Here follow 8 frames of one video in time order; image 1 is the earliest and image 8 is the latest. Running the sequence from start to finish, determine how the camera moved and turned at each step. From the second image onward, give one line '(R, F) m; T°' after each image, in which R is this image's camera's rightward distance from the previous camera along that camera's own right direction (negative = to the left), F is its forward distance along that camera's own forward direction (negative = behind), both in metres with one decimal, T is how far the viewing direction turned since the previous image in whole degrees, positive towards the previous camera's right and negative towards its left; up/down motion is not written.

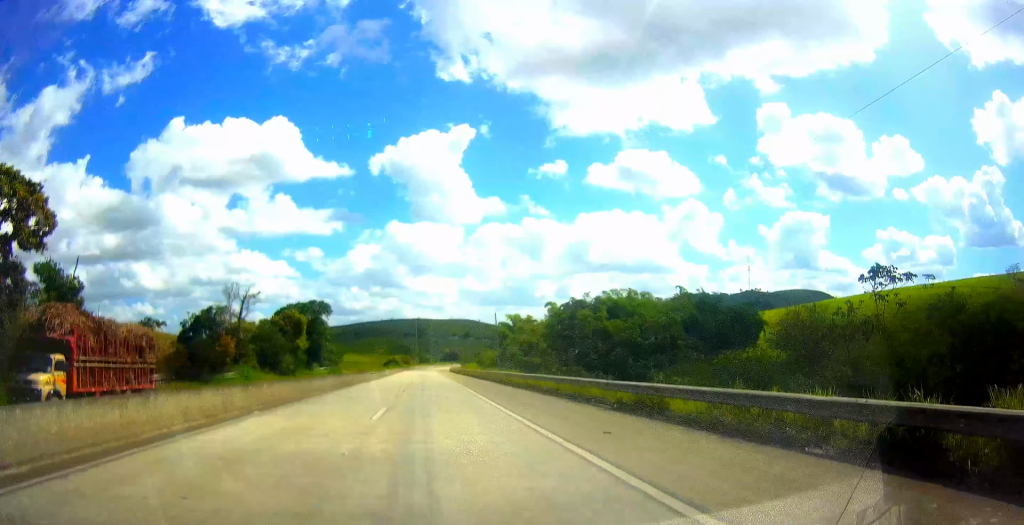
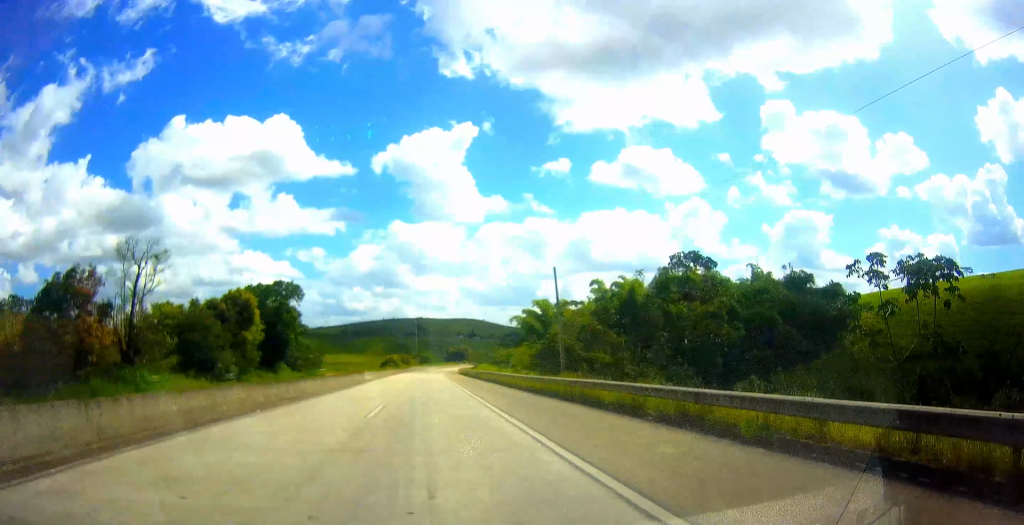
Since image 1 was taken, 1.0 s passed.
(+0.3, +31.4) m; +1°
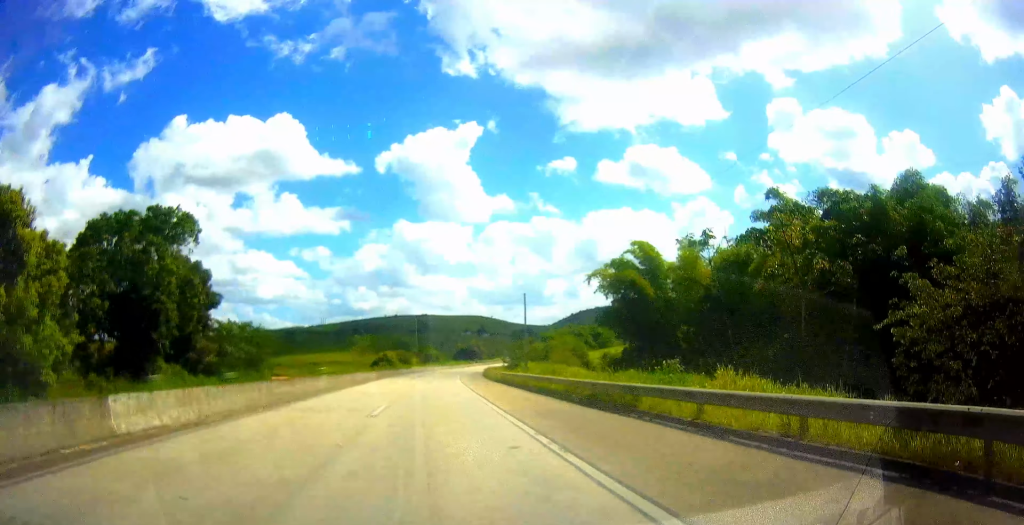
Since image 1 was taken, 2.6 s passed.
(0.0, +49.2) m; 0°
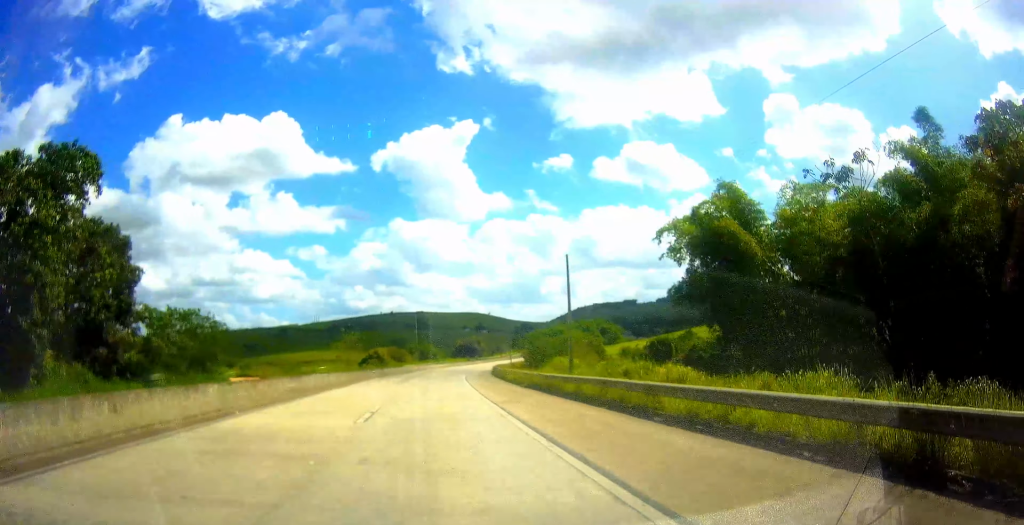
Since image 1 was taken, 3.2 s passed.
(+0.1, +18.3) m; 0°
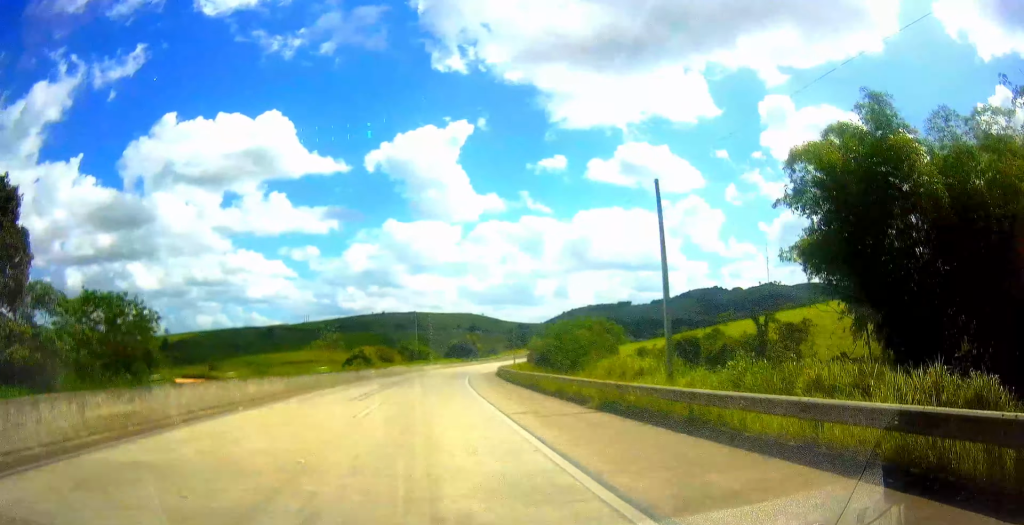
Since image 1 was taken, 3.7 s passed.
(-0.3, +15.5) m; 0°
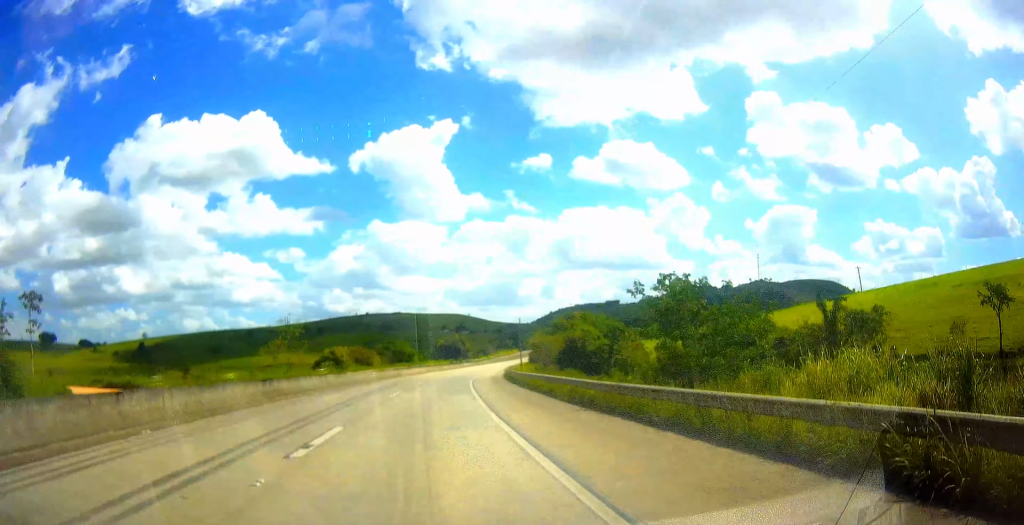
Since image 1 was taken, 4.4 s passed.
(-0.1, +22.0) m; +1°
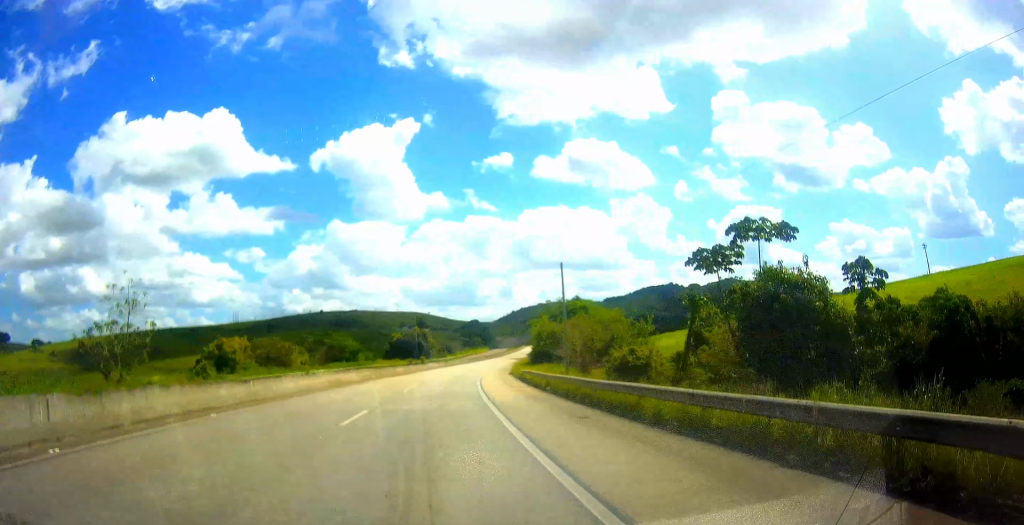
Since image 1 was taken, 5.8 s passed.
(+0.7, +43.7) m; +4°
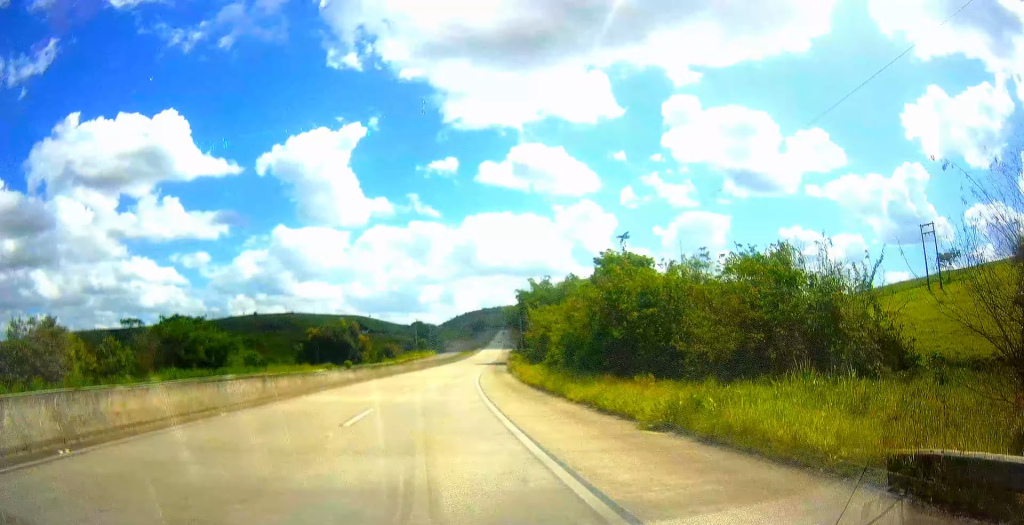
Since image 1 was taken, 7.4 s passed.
(+3.6, +46.9) m; +7°
